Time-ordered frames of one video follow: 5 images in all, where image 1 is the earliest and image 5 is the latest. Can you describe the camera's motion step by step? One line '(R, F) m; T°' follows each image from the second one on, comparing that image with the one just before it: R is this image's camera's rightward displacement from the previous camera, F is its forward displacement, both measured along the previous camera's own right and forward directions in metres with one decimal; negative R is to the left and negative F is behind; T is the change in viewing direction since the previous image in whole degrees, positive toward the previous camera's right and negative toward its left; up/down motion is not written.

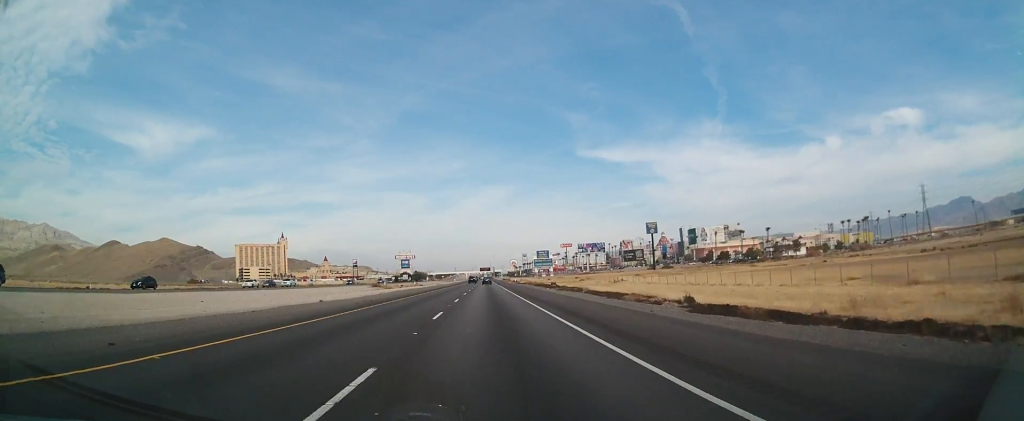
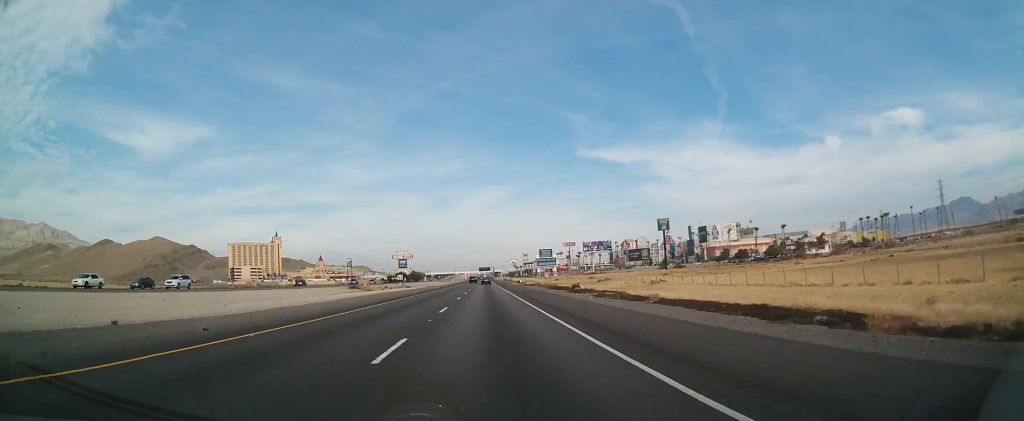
(0.0, +24.6) m; 0°
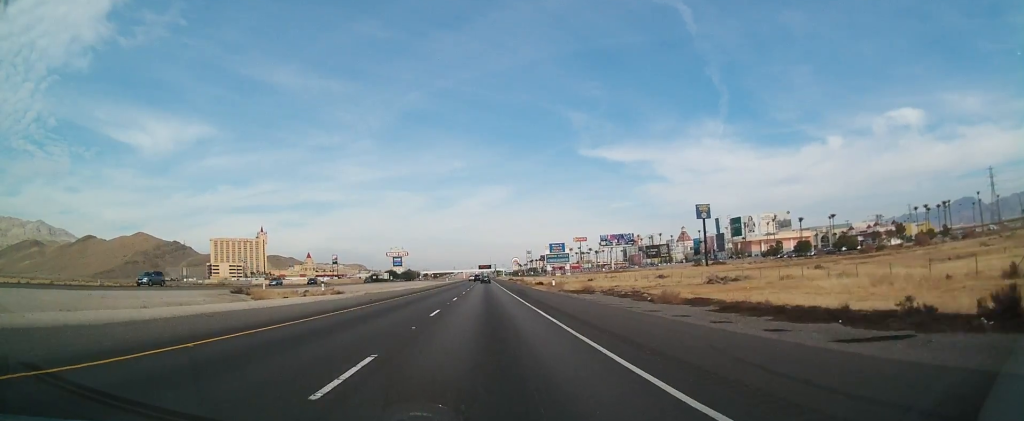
(-0.4, +61.5) m; -1°
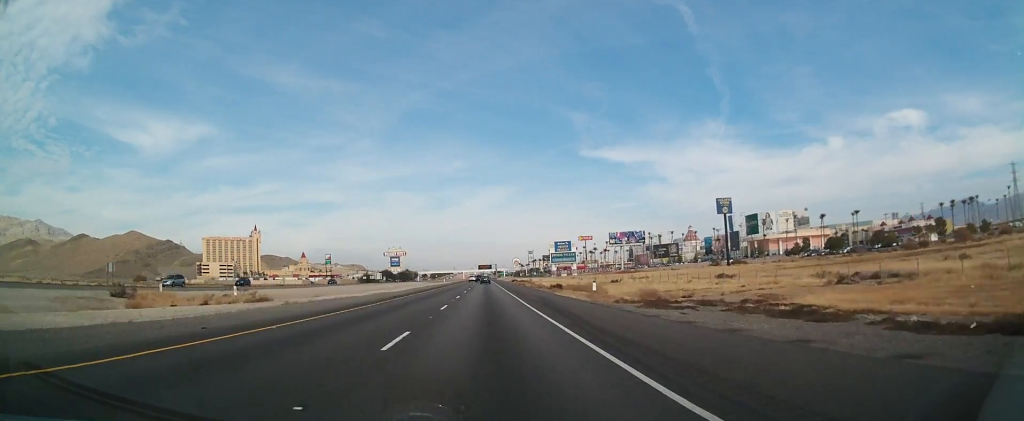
(-0.2, +24.6) m; 0°
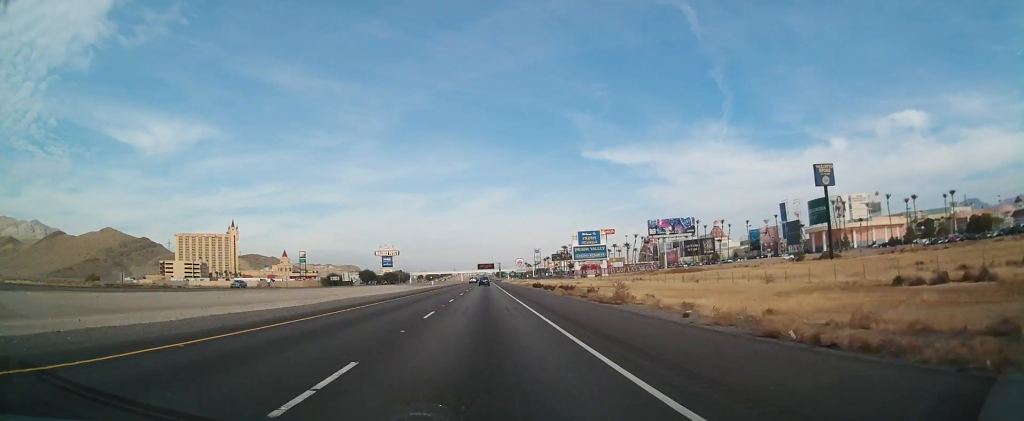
(+0.4, +78.3) m; 0°
